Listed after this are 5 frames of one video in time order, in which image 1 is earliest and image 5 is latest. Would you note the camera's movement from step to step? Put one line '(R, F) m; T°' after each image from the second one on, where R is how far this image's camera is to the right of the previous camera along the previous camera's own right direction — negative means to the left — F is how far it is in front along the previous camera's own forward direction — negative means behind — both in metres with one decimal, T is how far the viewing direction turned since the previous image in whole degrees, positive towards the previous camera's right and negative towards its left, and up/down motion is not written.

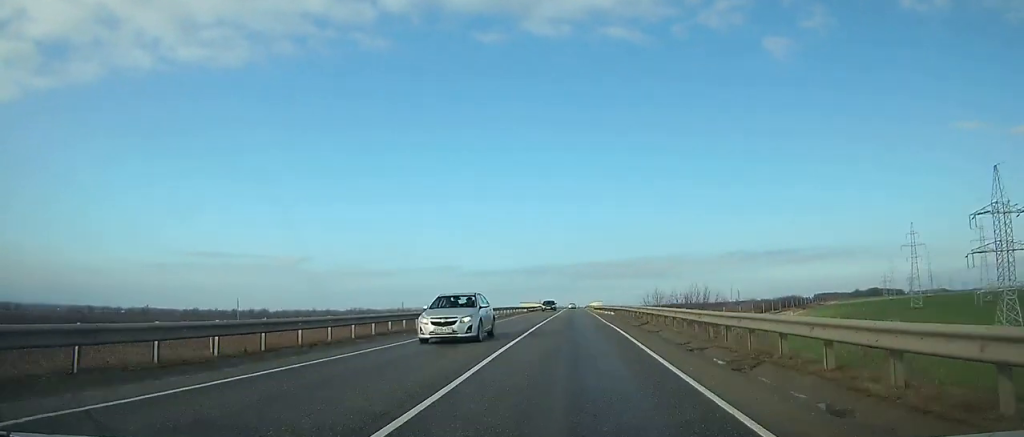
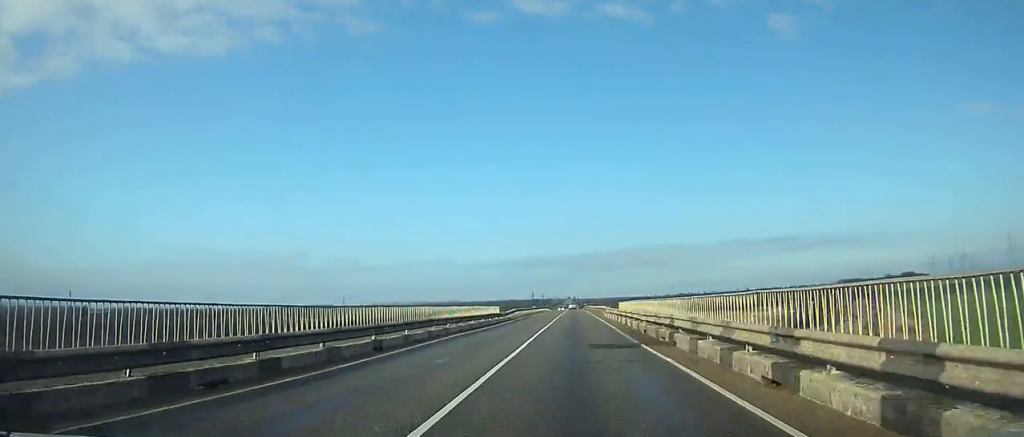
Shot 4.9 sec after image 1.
(0.0, +129.4) m; 0°
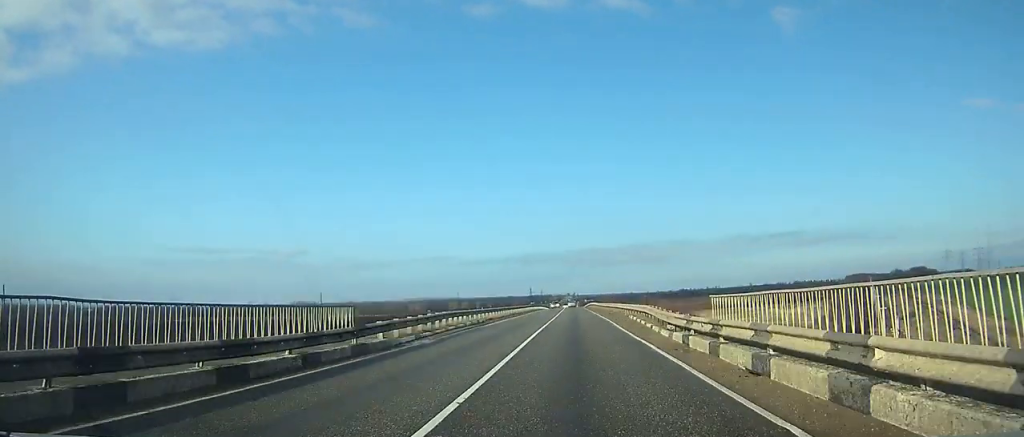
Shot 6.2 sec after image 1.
(-0.1, +34.0) m; 0°
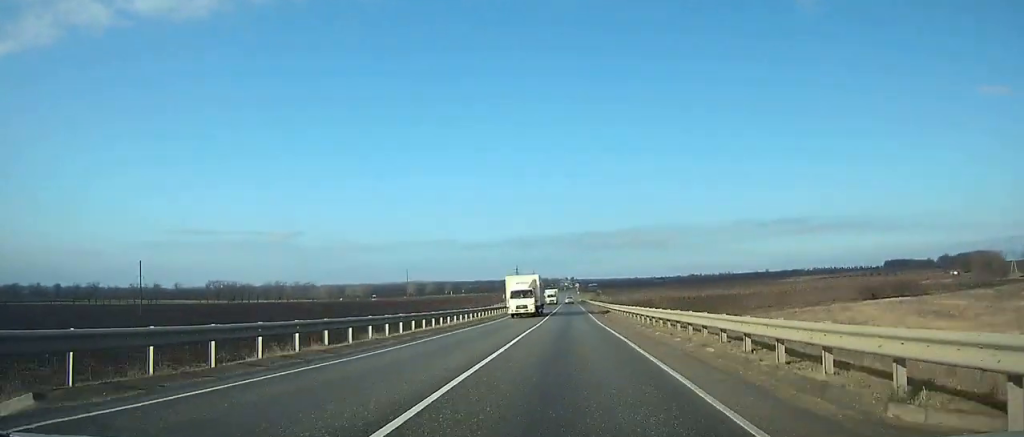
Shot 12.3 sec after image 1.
(-0.2, +159.6) m; 0°
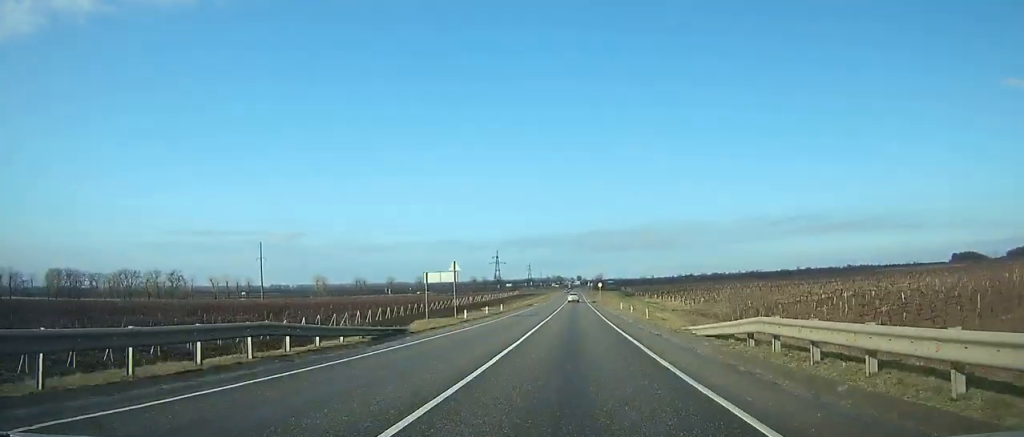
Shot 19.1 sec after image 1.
(-0.6, +175.9) m; 0°
